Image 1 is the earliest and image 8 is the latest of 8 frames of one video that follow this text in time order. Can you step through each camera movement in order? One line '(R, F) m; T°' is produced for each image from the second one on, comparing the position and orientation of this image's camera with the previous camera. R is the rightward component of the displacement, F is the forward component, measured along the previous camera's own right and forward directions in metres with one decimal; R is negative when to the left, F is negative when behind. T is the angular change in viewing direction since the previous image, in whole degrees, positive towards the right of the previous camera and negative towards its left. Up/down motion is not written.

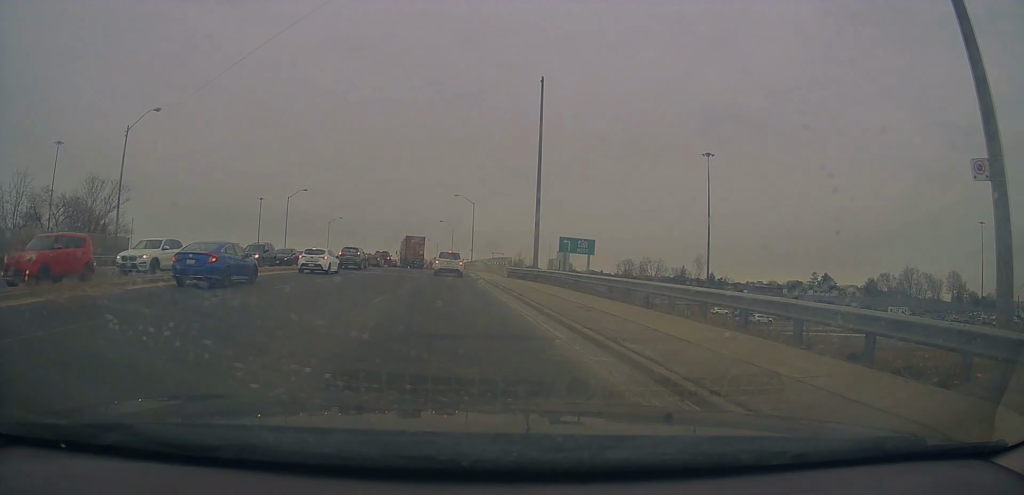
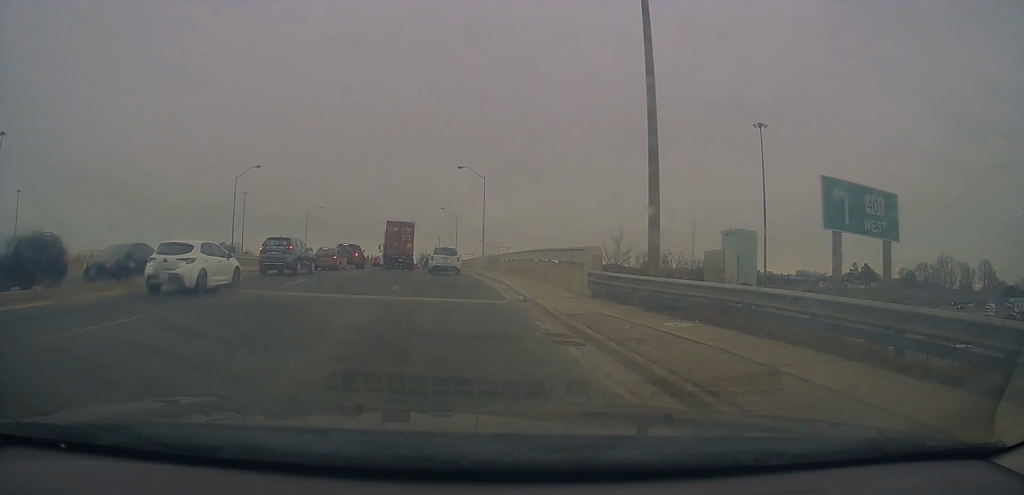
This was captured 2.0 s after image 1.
(+0.8, +20.3) m; +3°
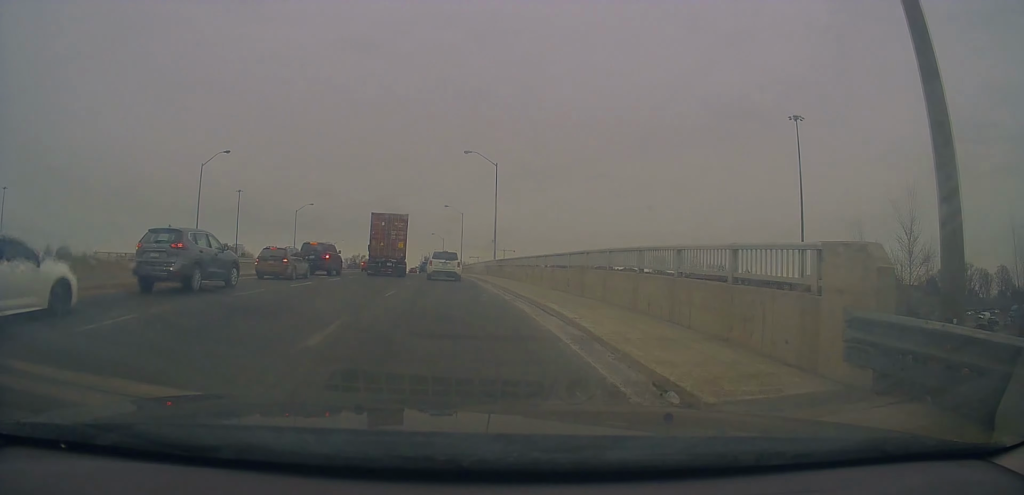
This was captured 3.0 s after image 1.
(0.0, +10.5) m; -1°
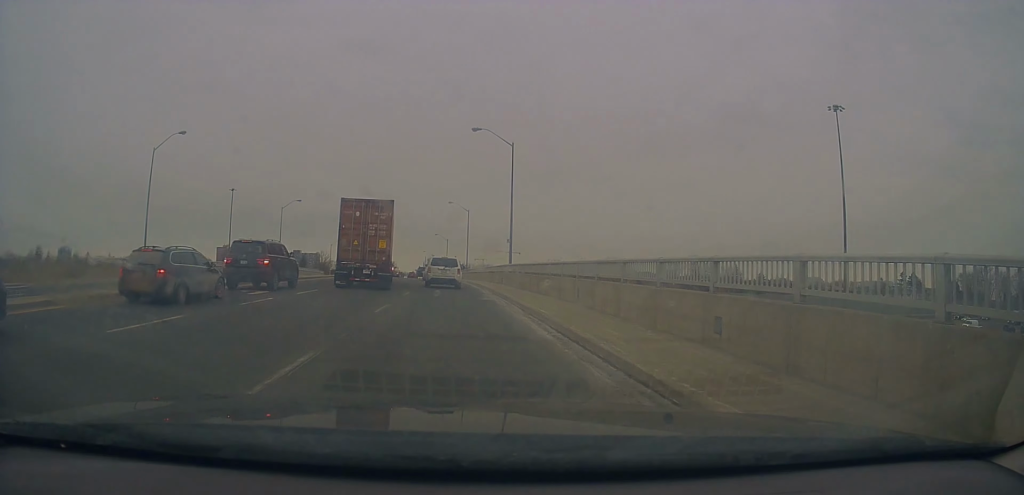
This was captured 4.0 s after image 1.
(-0.2, +12.1) m; -2°
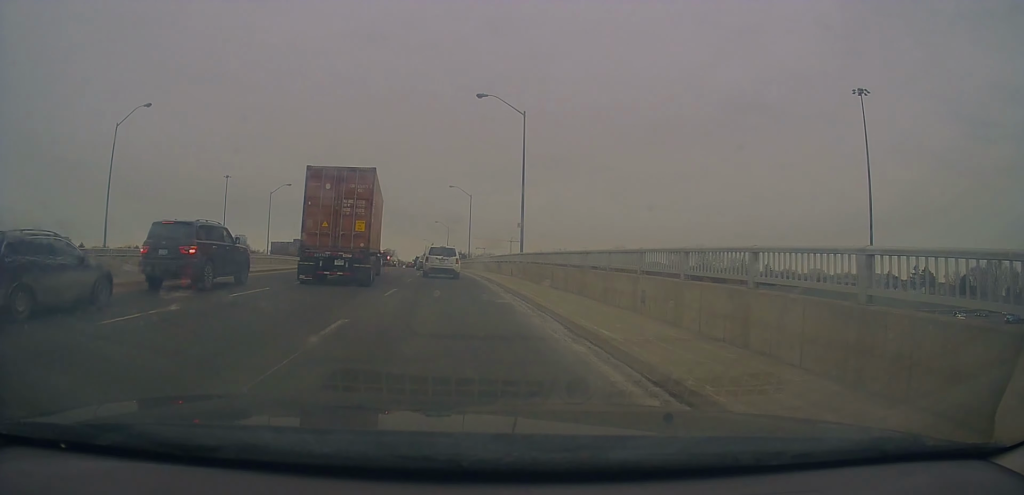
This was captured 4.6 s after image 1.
(-0.1, +7.3) m; 0°
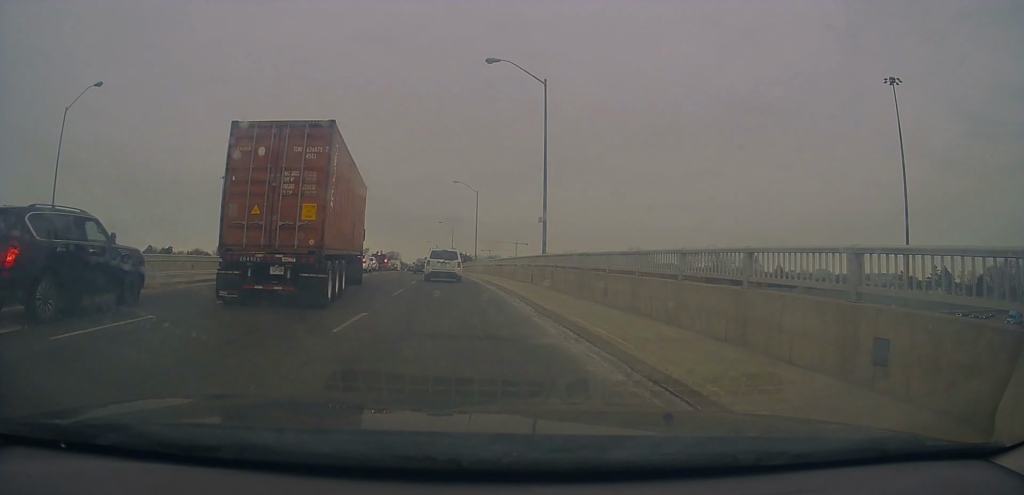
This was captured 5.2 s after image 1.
(0.0, +8.3) m; 0°
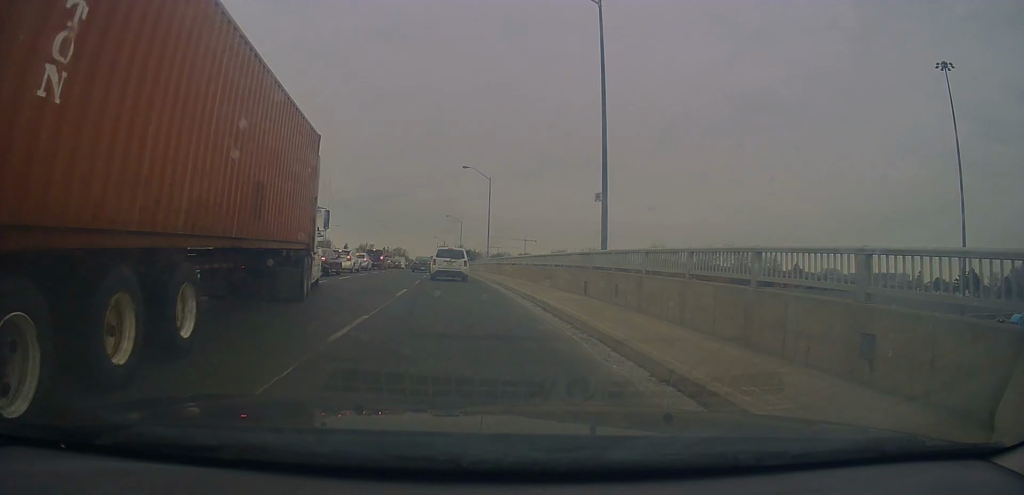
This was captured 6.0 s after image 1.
(+0.1, +11.7) m; +1°
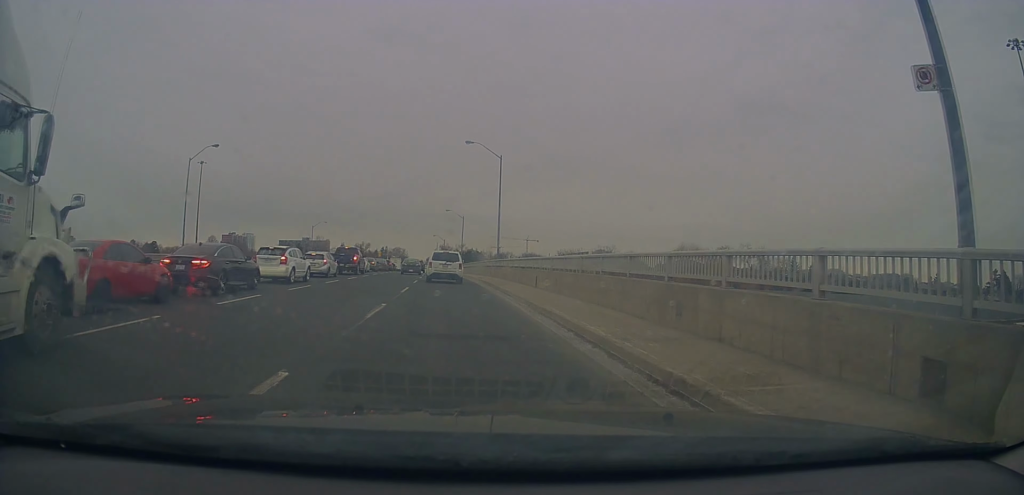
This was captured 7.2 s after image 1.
(-0.1, +15.3) m; -2°
